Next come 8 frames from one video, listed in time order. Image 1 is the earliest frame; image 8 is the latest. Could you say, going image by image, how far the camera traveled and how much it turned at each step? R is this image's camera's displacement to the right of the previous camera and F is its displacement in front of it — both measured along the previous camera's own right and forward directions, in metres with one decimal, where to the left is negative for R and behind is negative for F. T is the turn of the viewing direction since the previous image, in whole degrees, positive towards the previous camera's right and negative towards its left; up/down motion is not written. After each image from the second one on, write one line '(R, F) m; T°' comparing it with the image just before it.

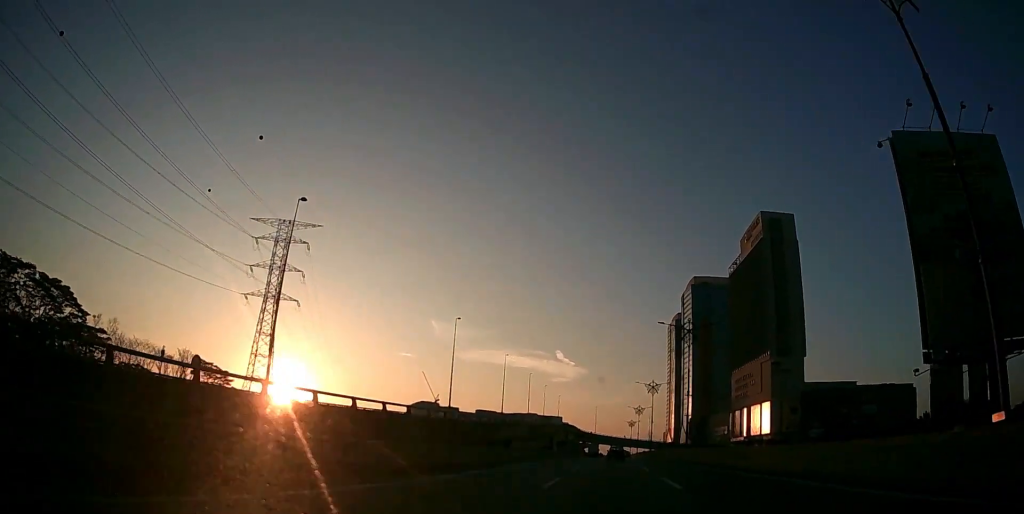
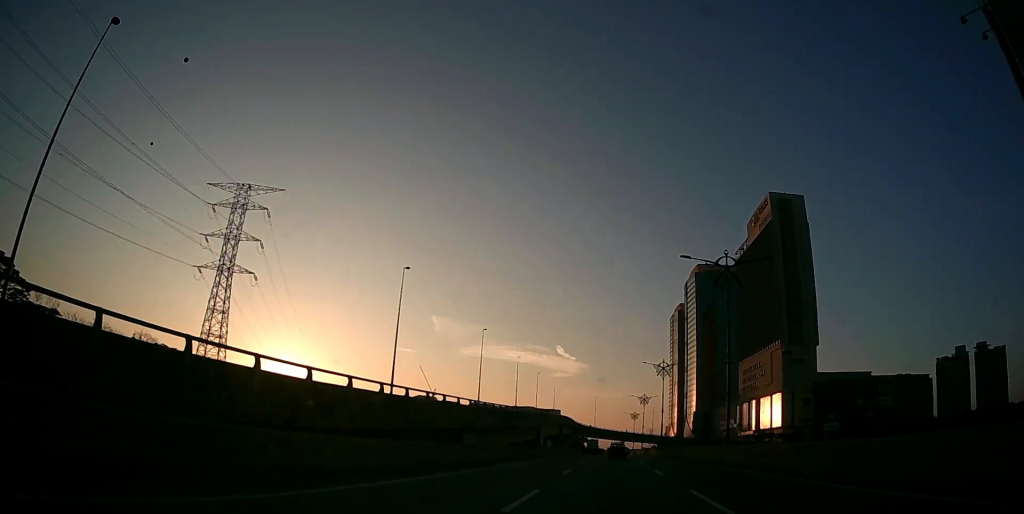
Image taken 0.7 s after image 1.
(-0.1, +18.6) m; 0°
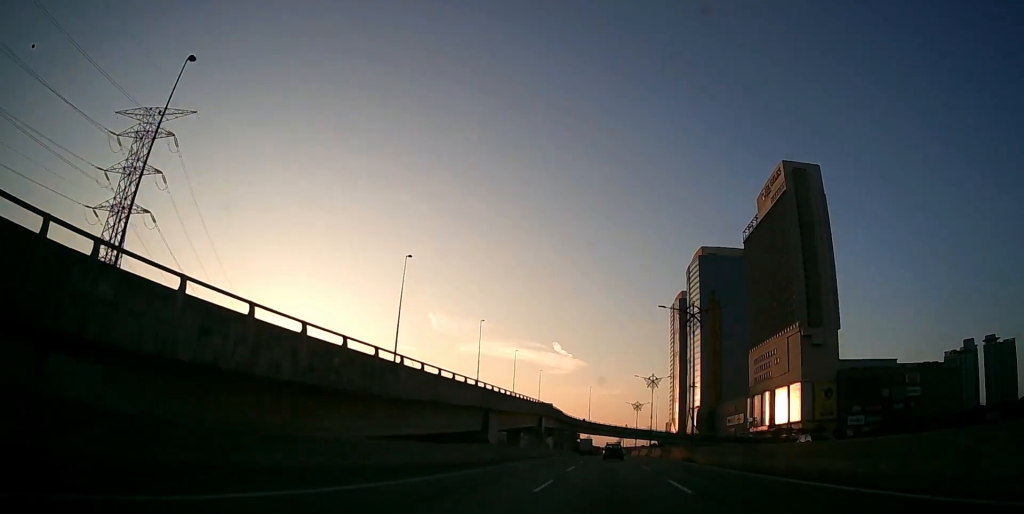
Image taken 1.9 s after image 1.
(-0.1, +32.0) m; 0°
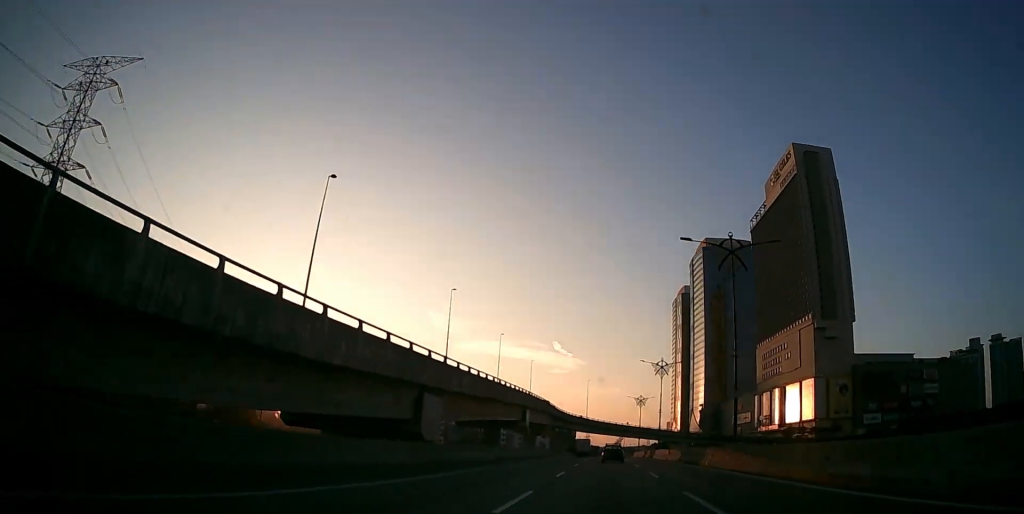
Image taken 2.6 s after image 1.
(+0.1, +17.3) m; 0°
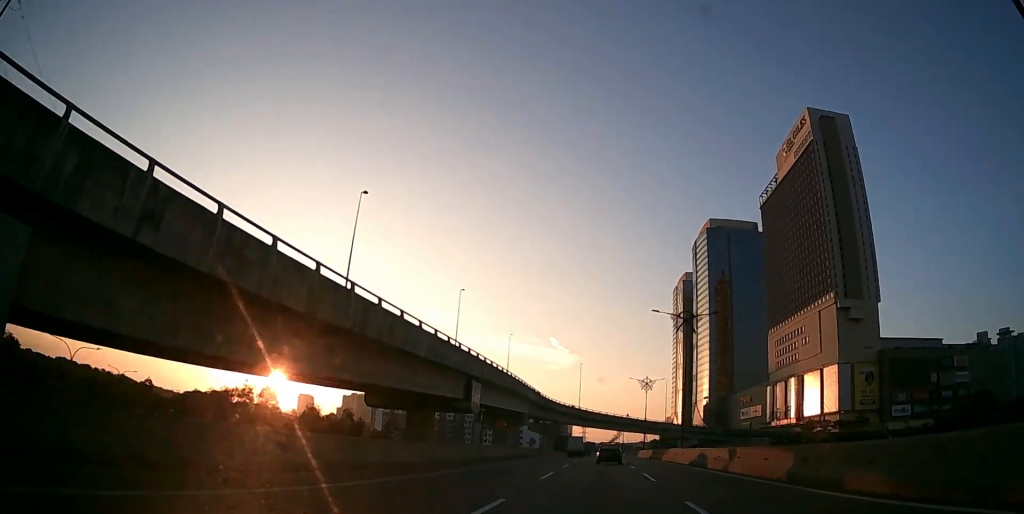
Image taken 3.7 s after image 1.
(+0.1, +26.9) m; 0°
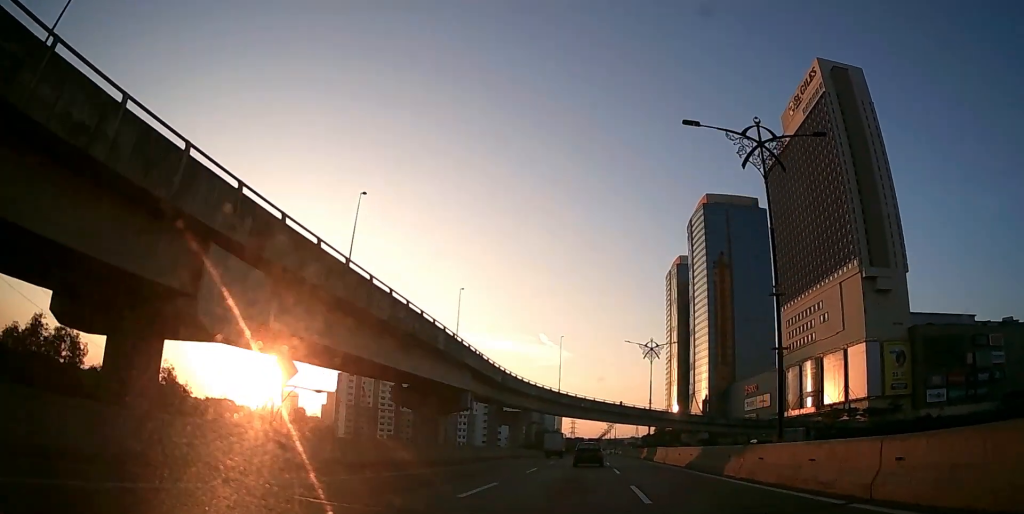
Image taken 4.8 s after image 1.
(0.0, +30.3) m; 0°
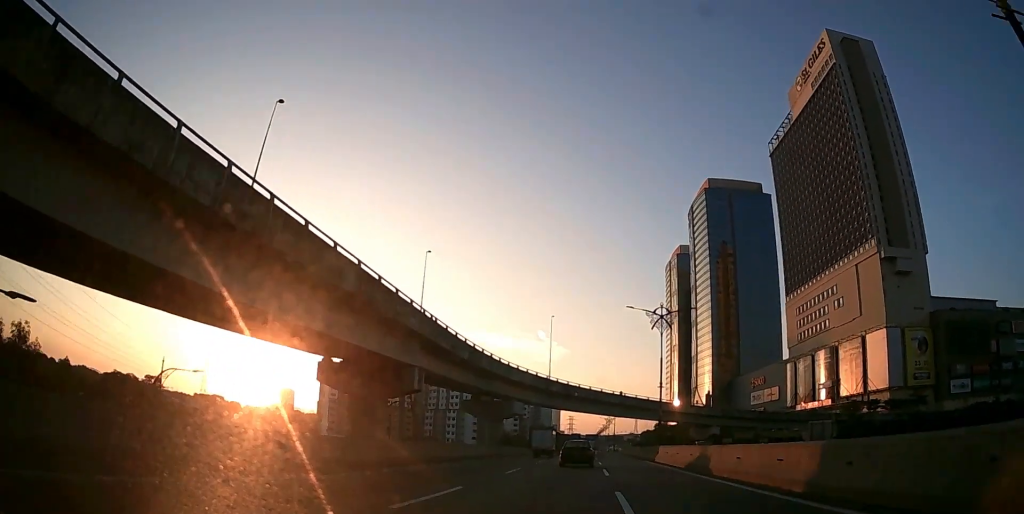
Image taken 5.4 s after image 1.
(0.0, +14.6) m; 0°
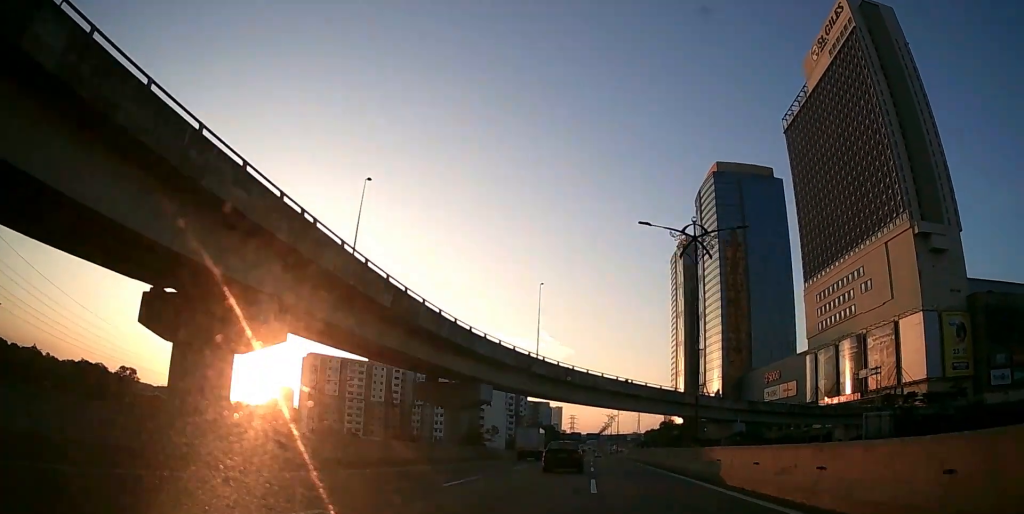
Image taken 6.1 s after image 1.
(+0.1, +19.5) m; 0°
